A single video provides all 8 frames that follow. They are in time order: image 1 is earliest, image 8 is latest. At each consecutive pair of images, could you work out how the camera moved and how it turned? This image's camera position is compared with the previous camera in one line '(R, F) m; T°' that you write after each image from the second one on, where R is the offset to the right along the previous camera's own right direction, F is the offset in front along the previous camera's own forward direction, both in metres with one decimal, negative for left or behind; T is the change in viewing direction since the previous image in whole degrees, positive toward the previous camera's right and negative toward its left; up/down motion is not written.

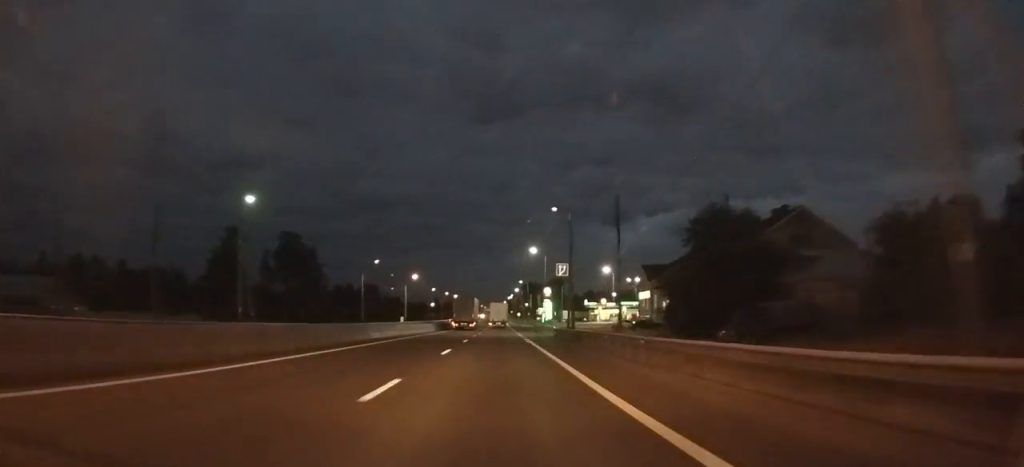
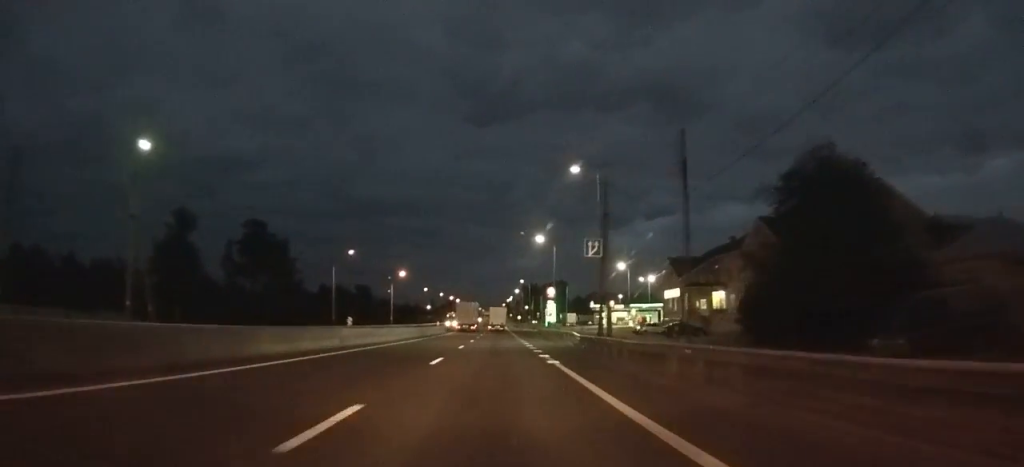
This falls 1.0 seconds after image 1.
(0.0, +15.9) m; 0°
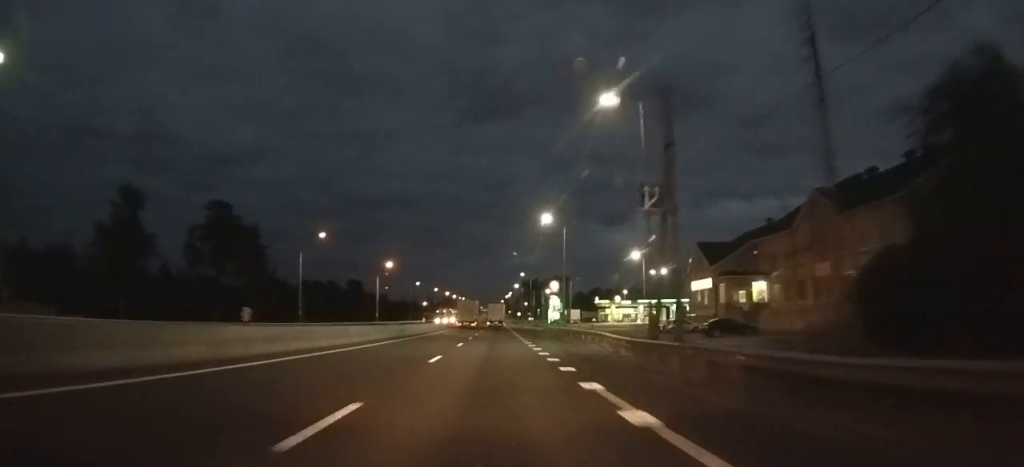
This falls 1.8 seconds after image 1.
(0.0, +12.7) m; 0°
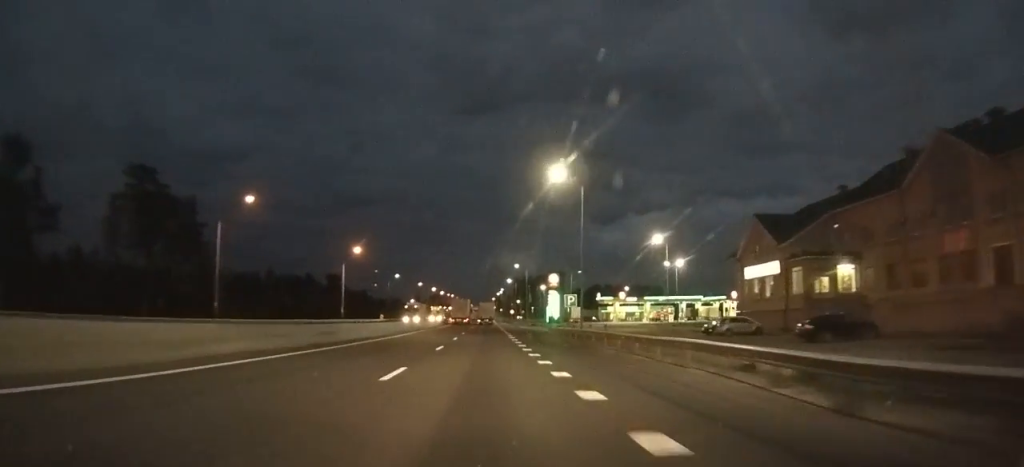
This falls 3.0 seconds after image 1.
(-0.1, +17.9) m; 0°
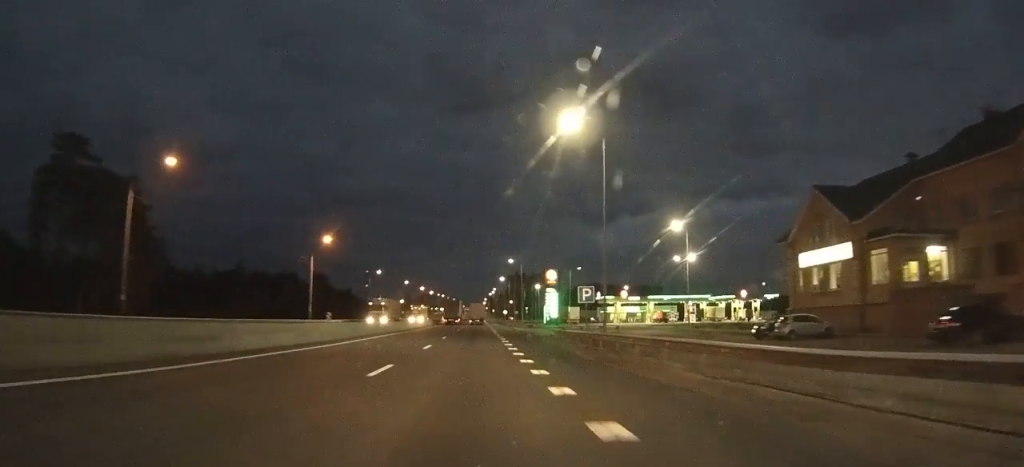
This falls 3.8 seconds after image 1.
(-0.1, +12.0) m; 0°
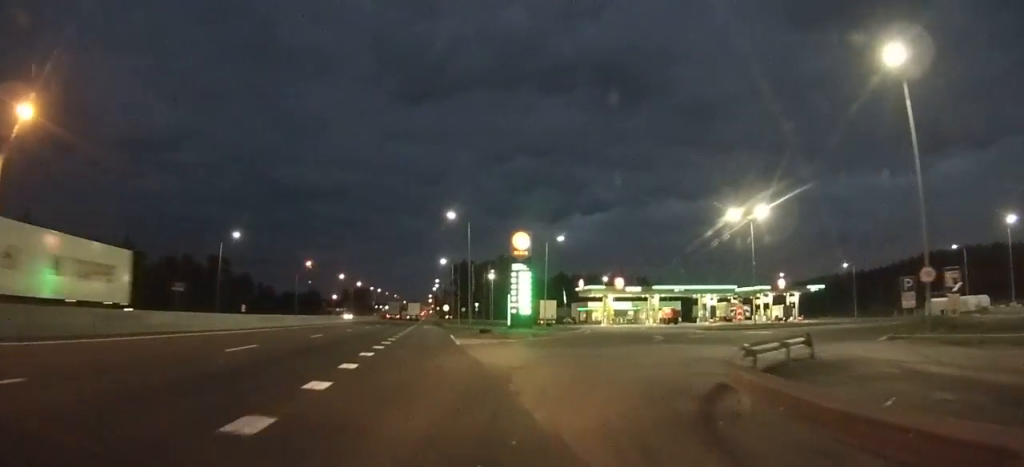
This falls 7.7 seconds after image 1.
(+1.6, +48.5) m; +5°
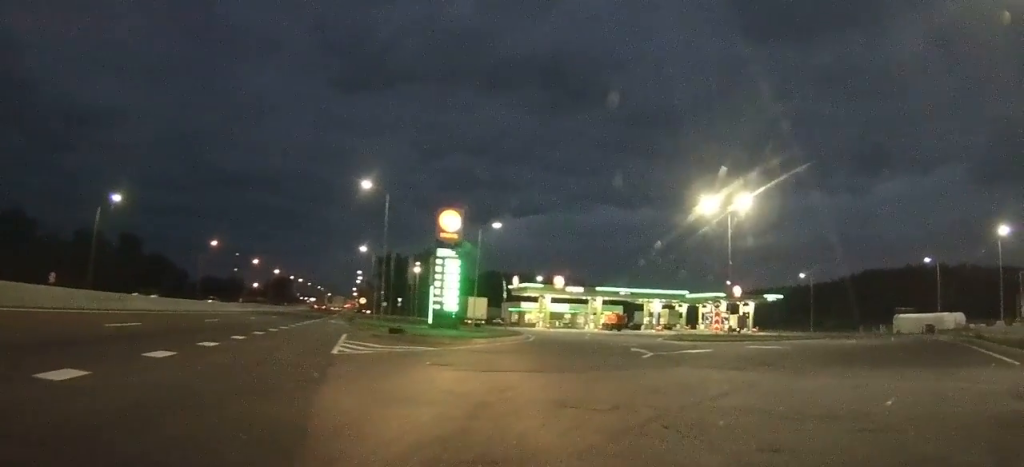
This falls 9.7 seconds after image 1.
(+0.6, +17.0) m; +4°
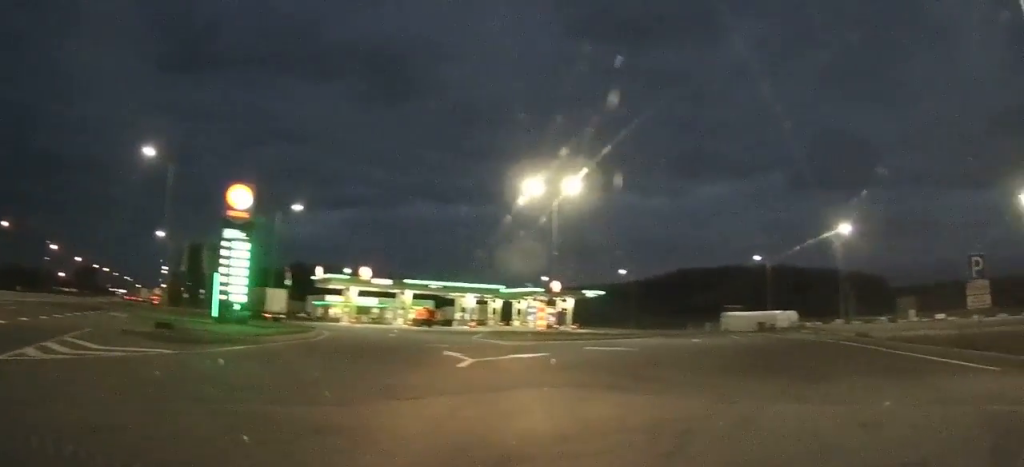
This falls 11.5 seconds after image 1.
(+0.4, +9.8) m; +11°
